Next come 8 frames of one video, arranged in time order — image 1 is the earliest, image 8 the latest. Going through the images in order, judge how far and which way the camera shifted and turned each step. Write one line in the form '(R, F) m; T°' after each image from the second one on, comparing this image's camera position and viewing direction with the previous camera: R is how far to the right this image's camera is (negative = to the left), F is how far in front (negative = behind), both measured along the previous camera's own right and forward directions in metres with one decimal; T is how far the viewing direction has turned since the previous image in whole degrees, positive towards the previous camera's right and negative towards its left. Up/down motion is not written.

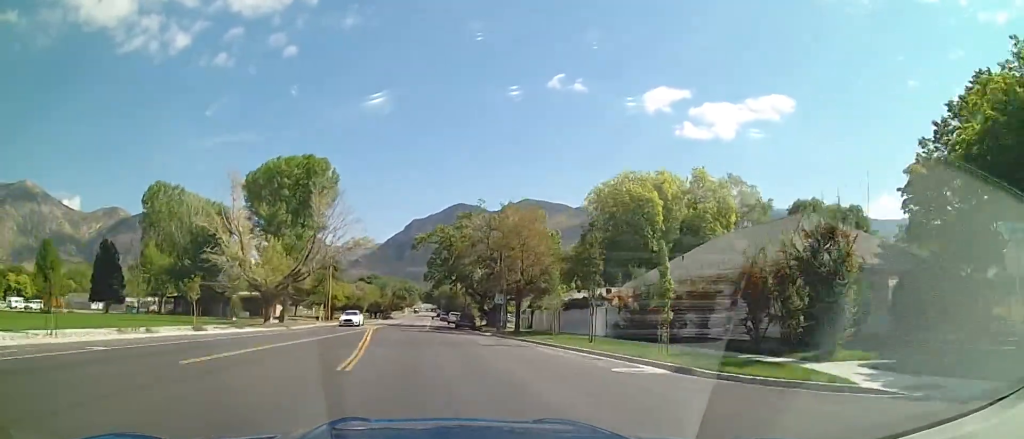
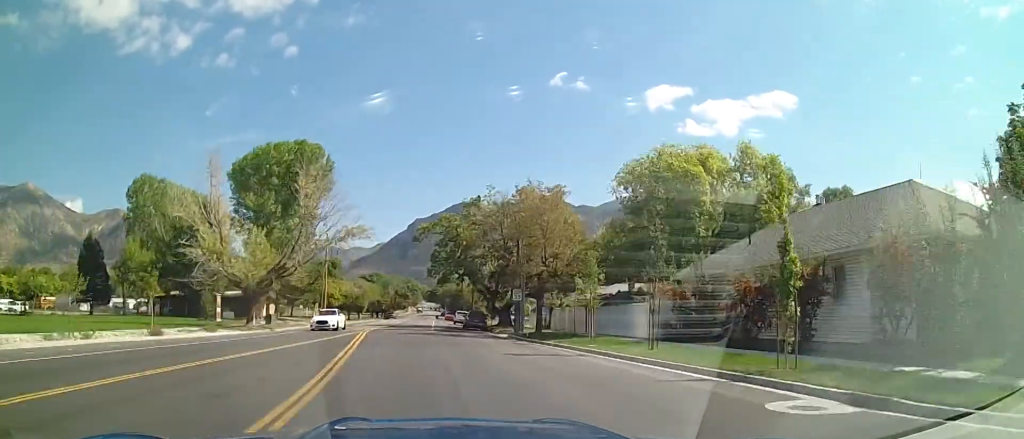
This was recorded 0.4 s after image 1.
(+0.1, +5.8) m; 0°
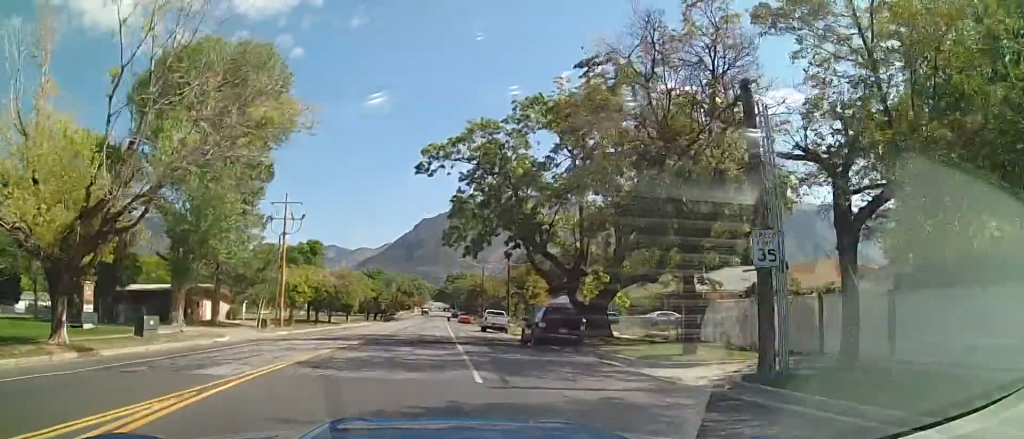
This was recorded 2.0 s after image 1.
(-0.4, +25.1) m; -1°
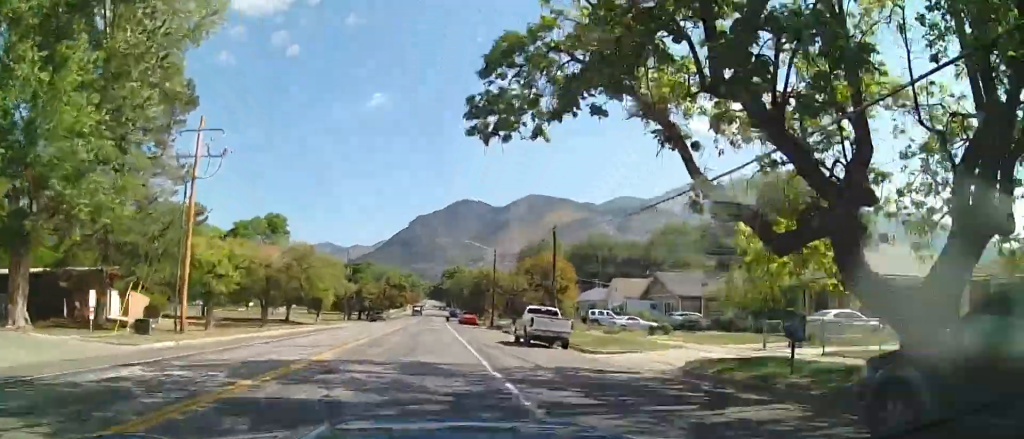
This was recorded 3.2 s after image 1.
(0.0, +20.7) m; 0°
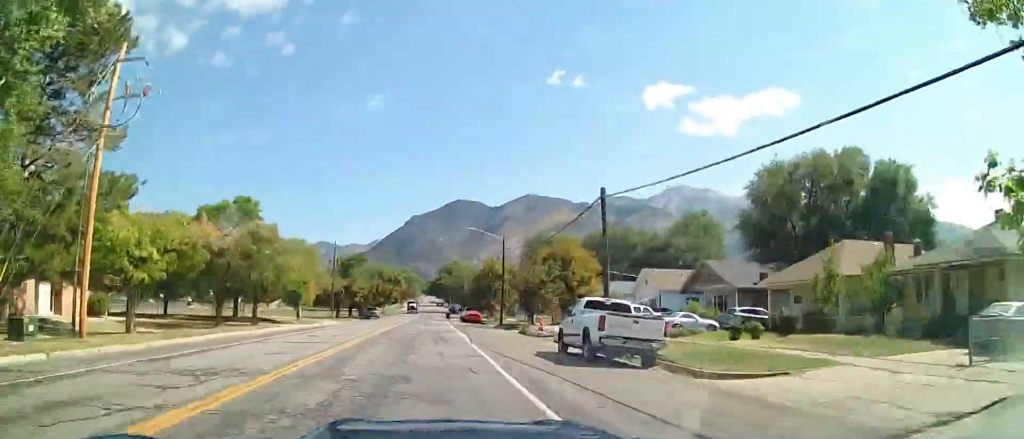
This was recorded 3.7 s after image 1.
(0.0, +10.4) m; 0°
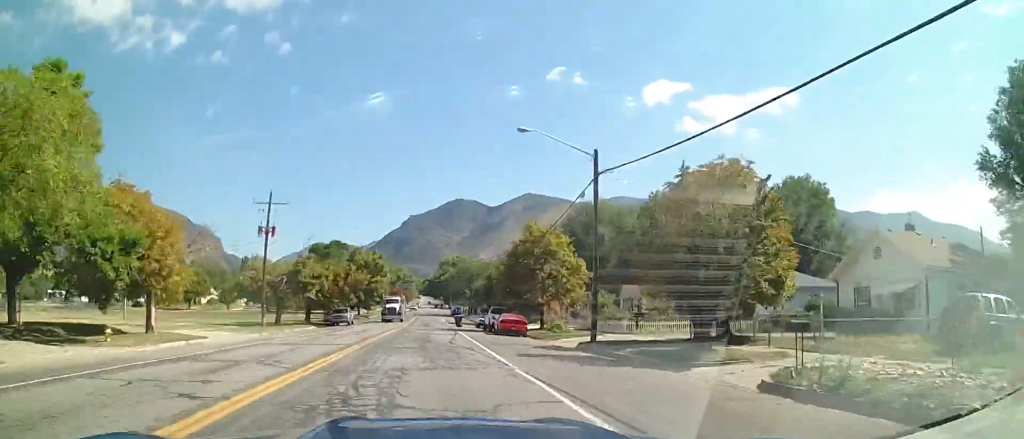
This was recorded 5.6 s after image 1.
(+0.9, +35.8) m; +3°
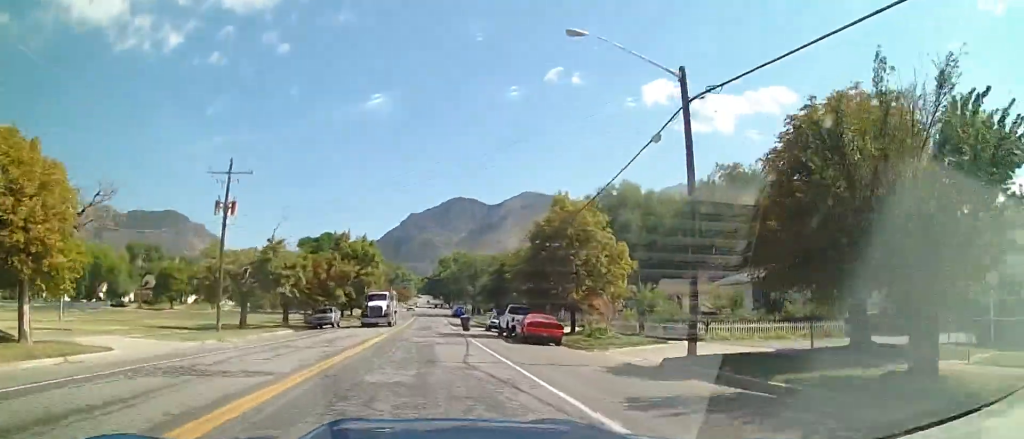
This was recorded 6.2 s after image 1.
(+0.1, +11.3) m; 0°
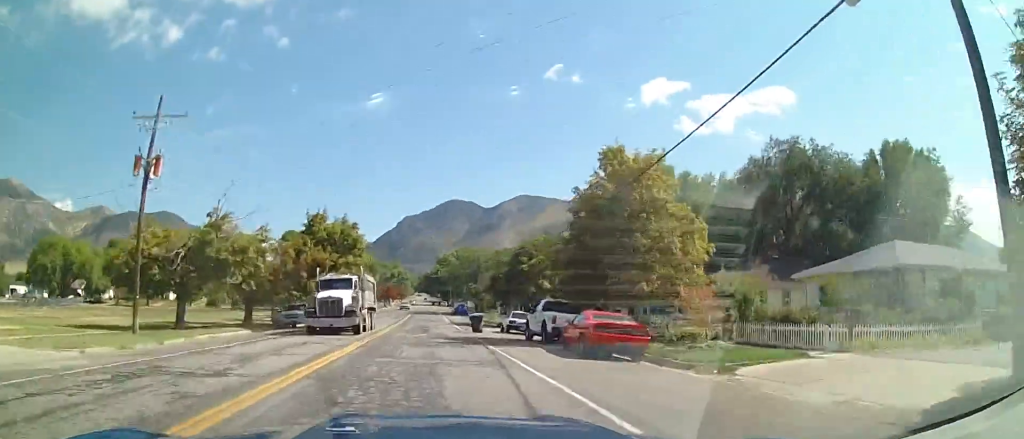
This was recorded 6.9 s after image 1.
(0.0, +12.5) m; 0°
